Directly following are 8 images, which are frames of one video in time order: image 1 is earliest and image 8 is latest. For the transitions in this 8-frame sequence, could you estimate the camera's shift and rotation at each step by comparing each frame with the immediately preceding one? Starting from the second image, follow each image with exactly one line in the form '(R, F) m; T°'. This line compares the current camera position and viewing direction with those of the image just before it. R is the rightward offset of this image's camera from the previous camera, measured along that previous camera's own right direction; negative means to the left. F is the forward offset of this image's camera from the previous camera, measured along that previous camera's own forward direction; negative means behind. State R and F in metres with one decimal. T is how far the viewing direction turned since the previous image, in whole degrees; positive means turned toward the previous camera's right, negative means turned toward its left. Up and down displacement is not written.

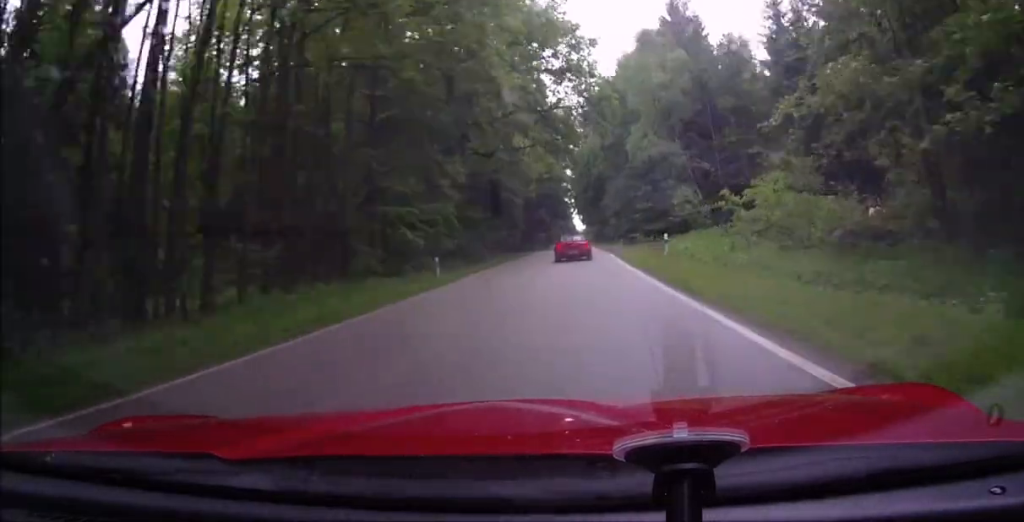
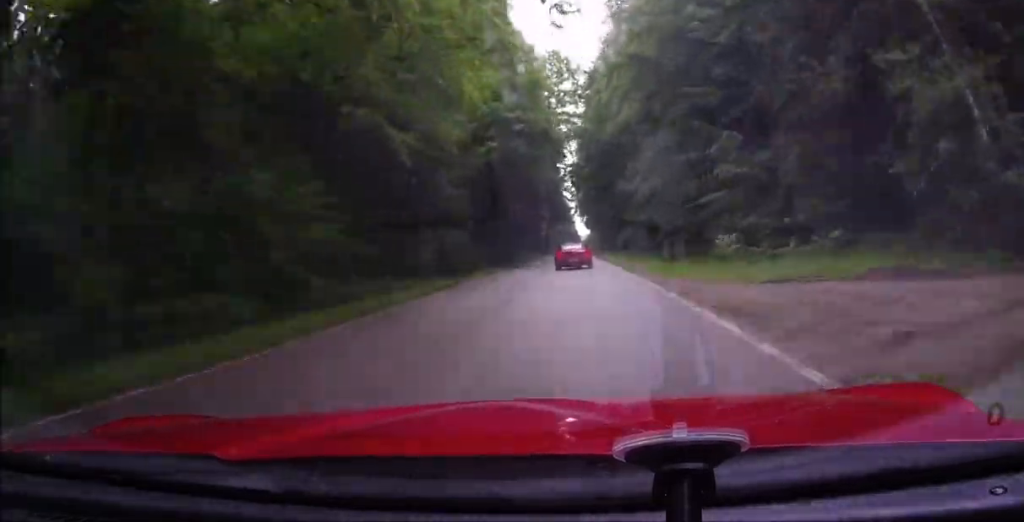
(-0.4, +40.5) m; -1°
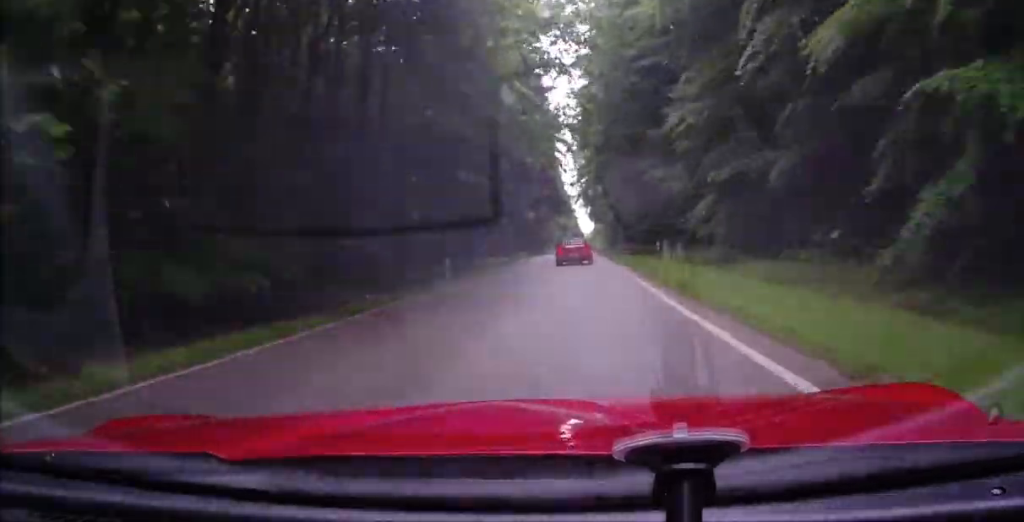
(-0.2, +32.7) m; 0°
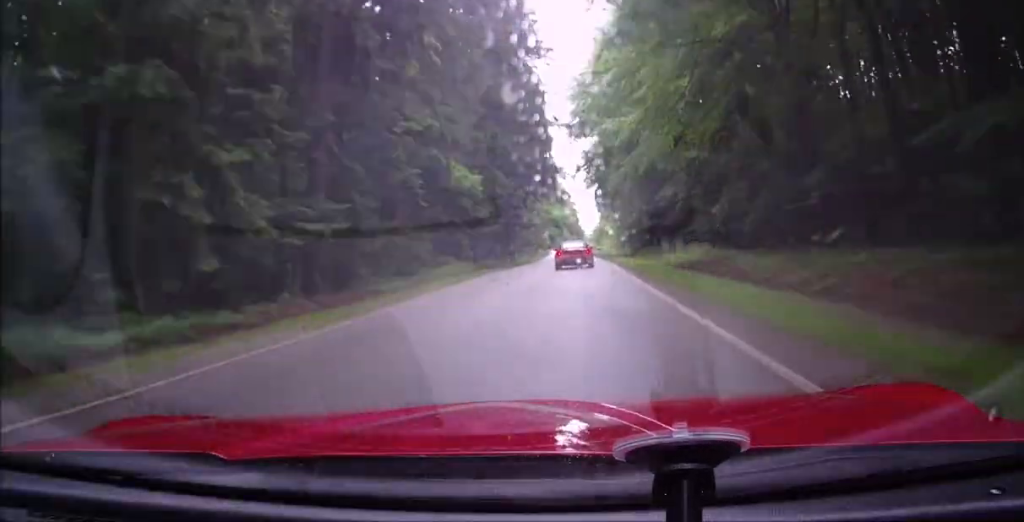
(+0.2, +51.4) m; +1°
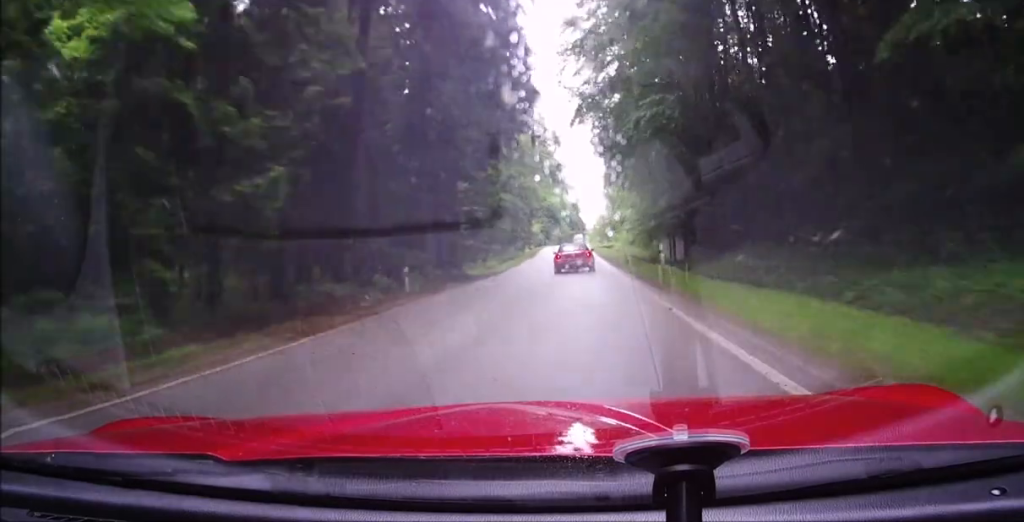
(+0.5, +34.4) m; +1°
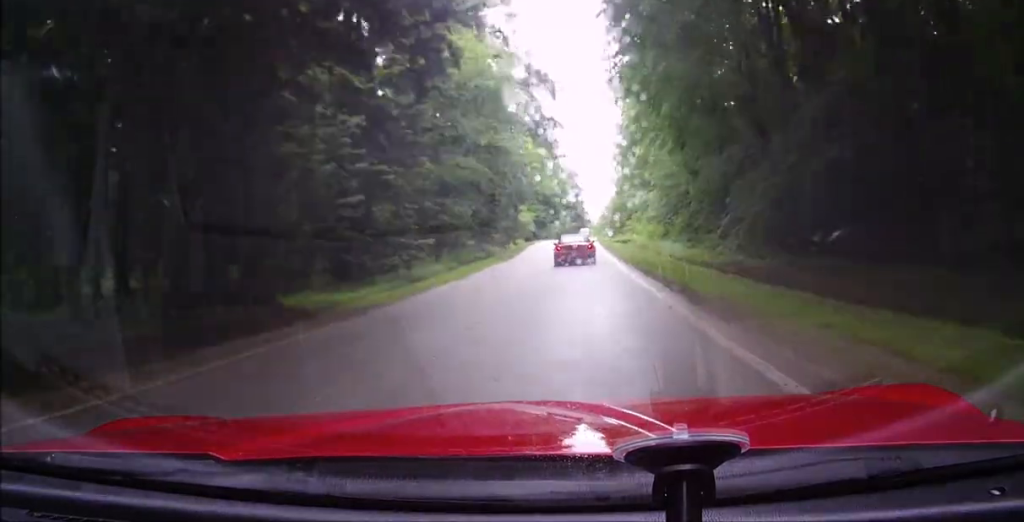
(+0.1, +26.1) m; 0°
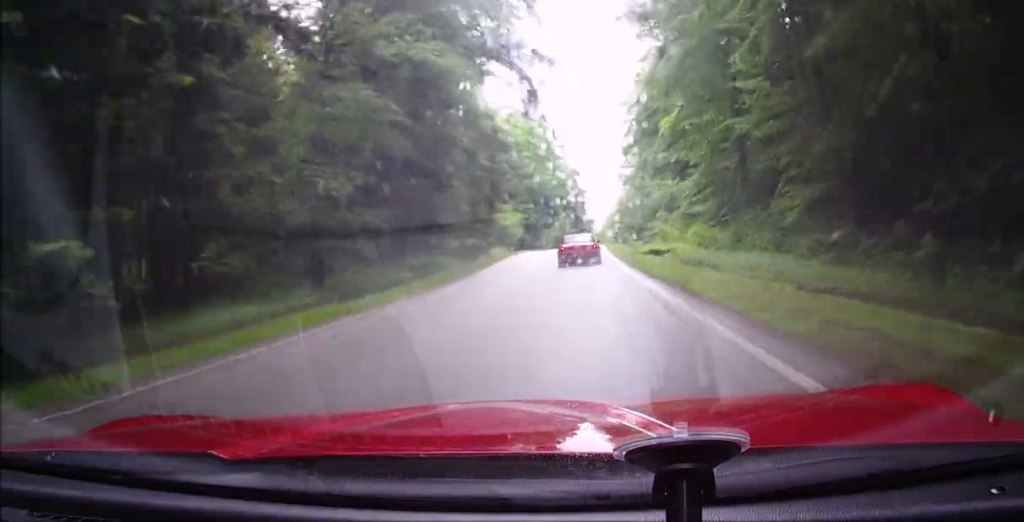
(0.0, +23.1) m; 0°
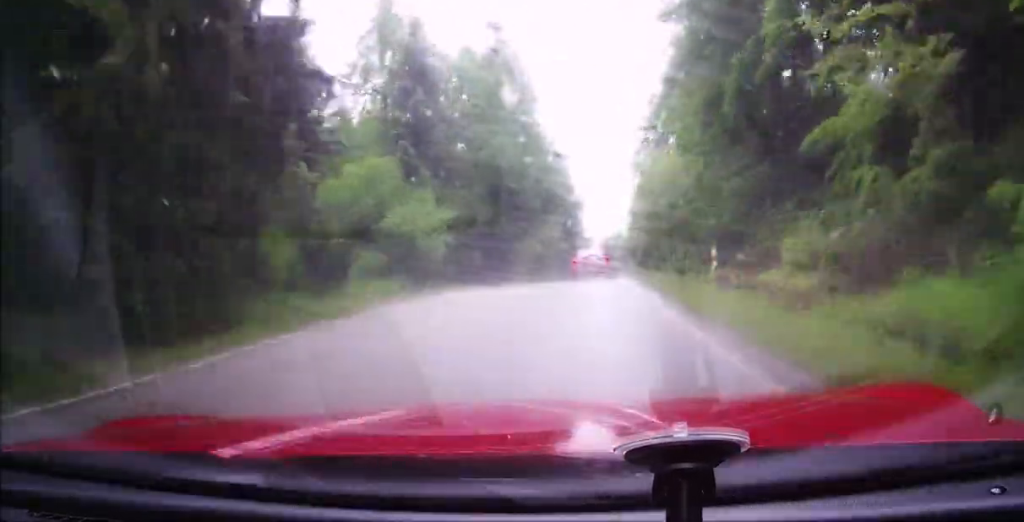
(0.0, +39.6) m; 0°
